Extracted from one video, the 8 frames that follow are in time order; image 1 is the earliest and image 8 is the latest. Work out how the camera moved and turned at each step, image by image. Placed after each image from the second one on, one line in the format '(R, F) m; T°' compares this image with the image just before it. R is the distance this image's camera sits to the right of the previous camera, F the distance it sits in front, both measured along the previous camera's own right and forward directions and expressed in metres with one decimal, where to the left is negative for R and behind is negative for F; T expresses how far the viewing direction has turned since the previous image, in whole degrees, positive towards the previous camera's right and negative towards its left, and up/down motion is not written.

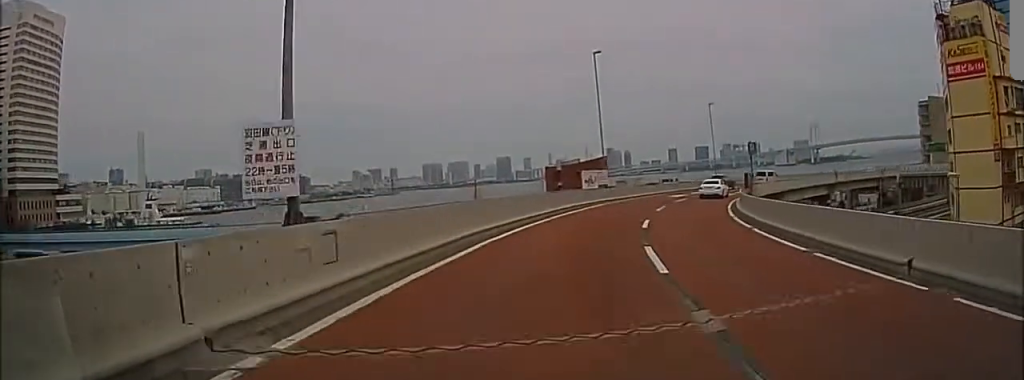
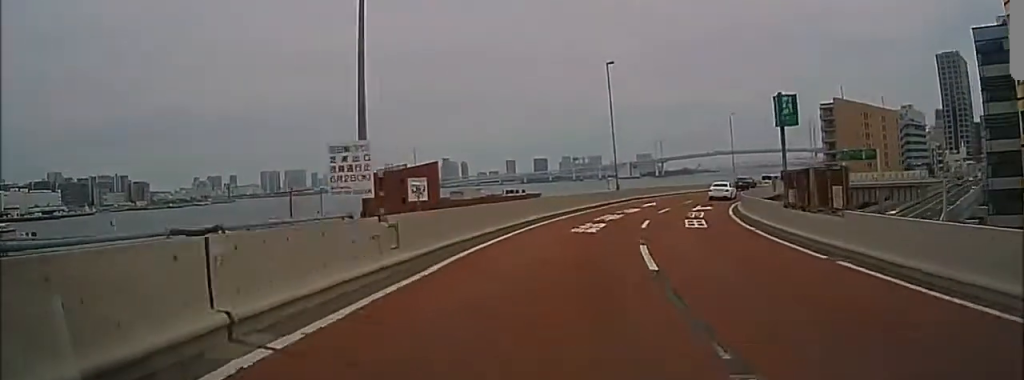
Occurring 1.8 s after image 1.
(-0.2, +29.5) m; +17°
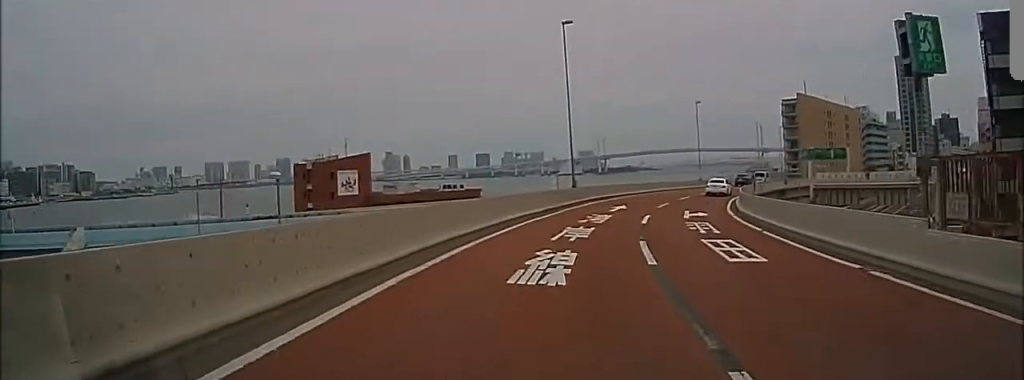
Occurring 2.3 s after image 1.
(+2.0, +10.1) m; +12°
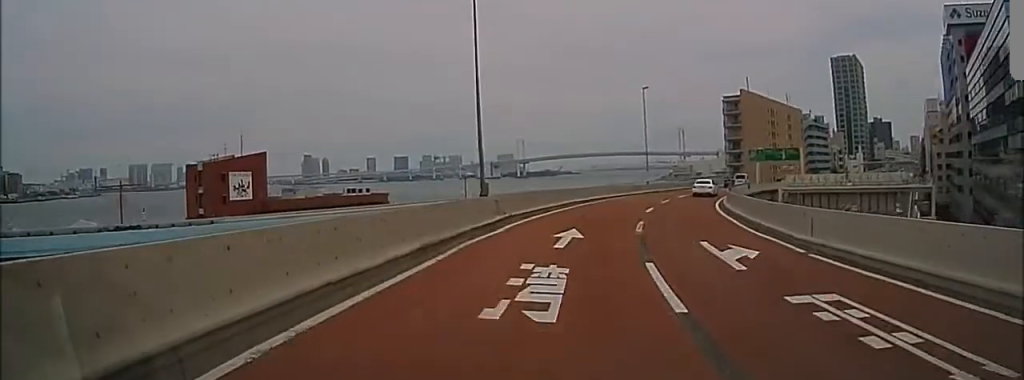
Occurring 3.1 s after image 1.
(-0.1, +14.1) m; +4°
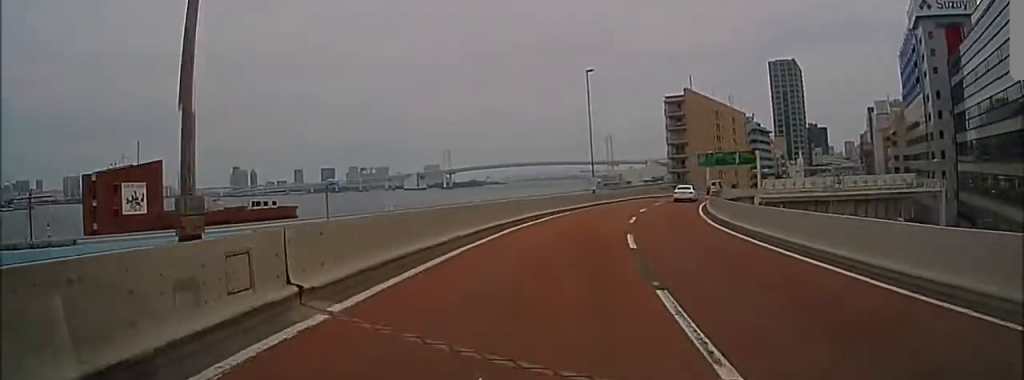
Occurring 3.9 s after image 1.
(+0.9, +13.6) m; +4°
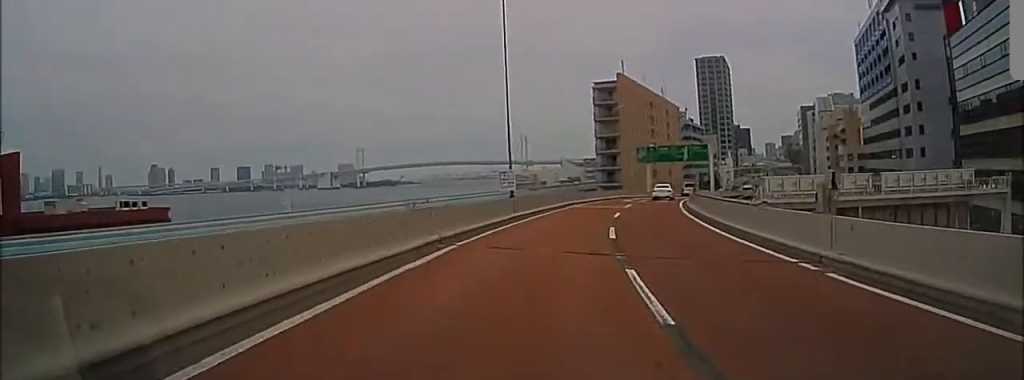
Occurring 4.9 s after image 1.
(+0.9, +19.5) m; +5°
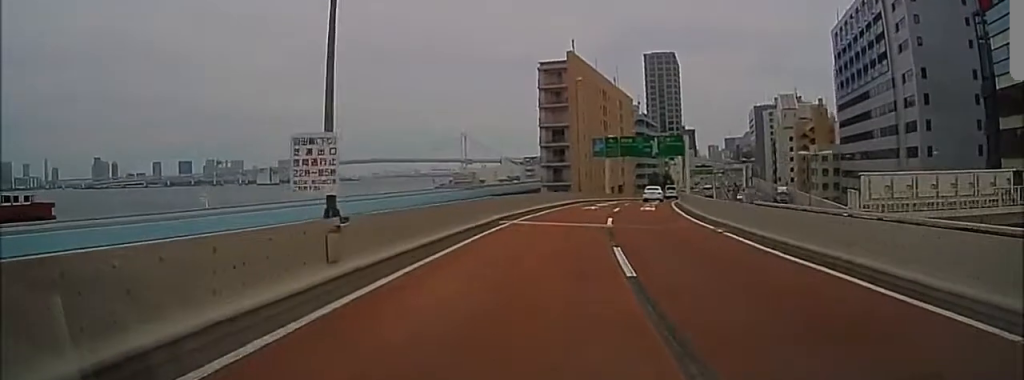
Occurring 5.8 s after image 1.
(+0.7, +17.1) m; +3°
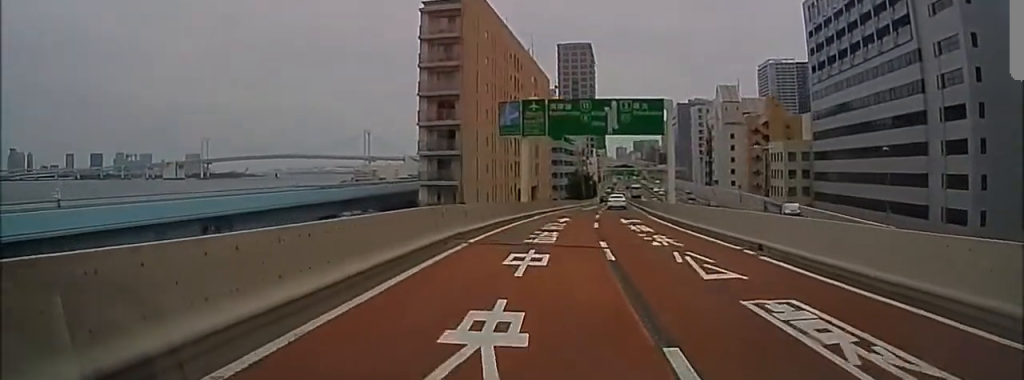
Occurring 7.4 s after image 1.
(+1.3, +29.2) m; +6°
